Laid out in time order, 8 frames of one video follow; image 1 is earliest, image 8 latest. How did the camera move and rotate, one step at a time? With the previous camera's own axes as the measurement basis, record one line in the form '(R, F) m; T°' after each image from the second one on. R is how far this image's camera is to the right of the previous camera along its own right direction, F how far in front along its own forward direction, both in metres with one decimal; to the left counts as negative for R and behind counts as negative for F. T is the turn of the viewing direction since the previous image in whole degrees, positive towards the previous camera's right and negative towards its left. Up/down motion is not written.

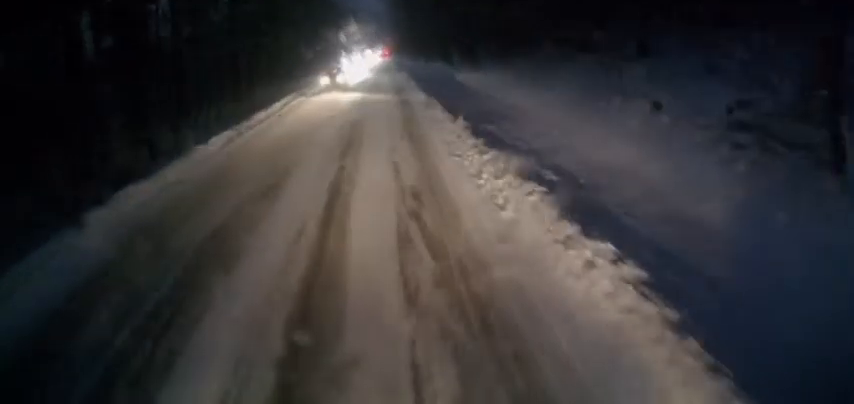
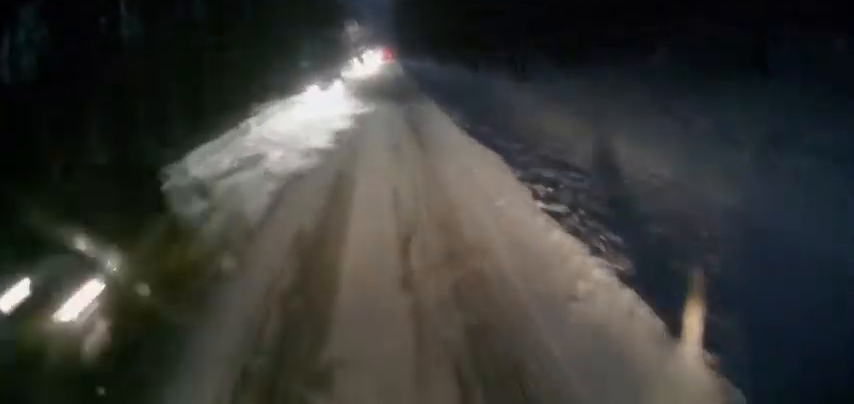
(-0.4, +12.1) m; -2°
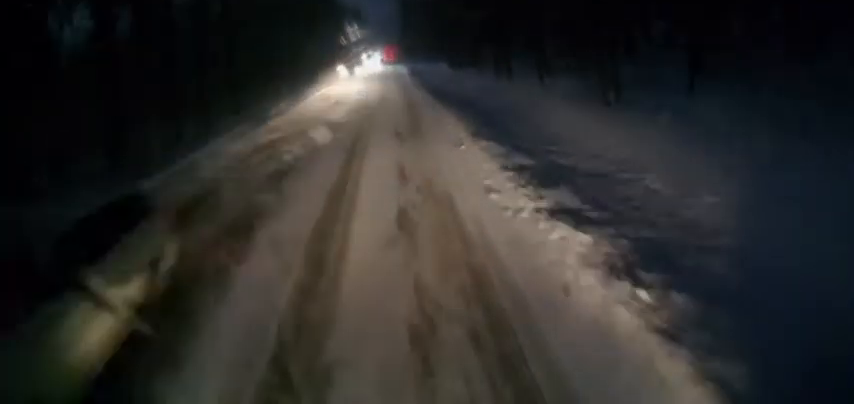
(0.0, +10.5) m; 0°
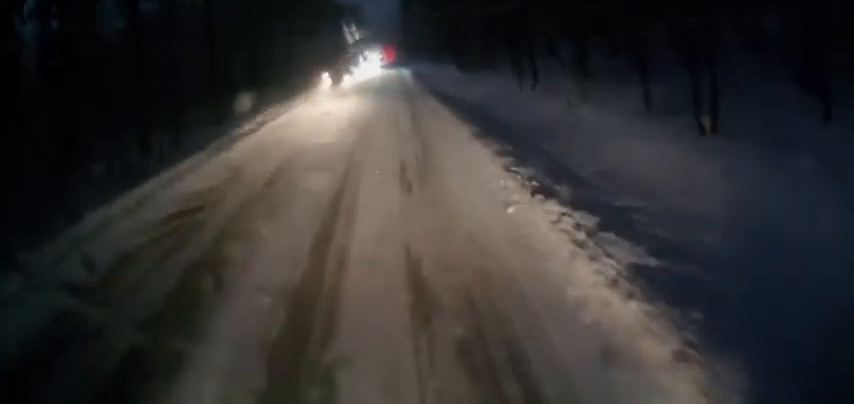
(+0.2, +5.4) m; 0°
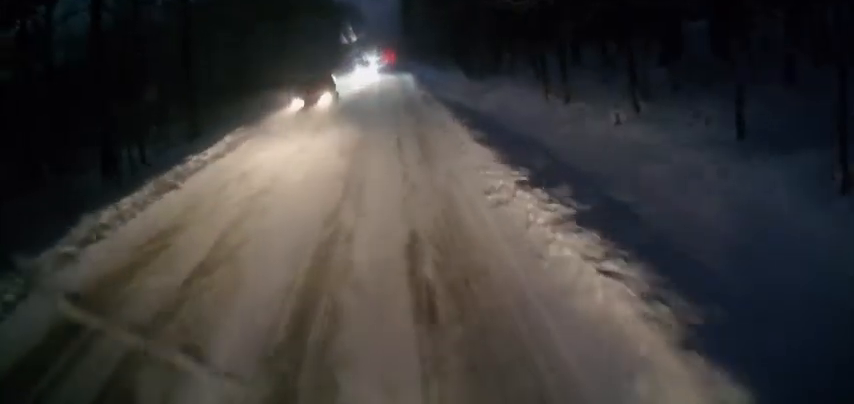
(-0.2, +4.3) m; -1°
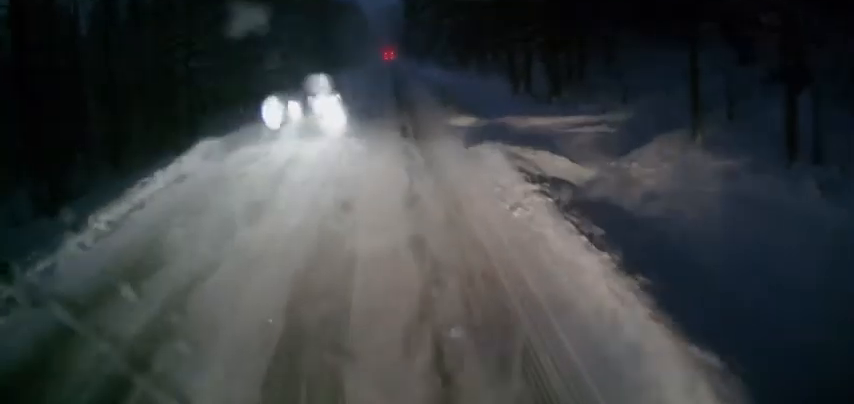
(-0.1, +17.5) m; +1°
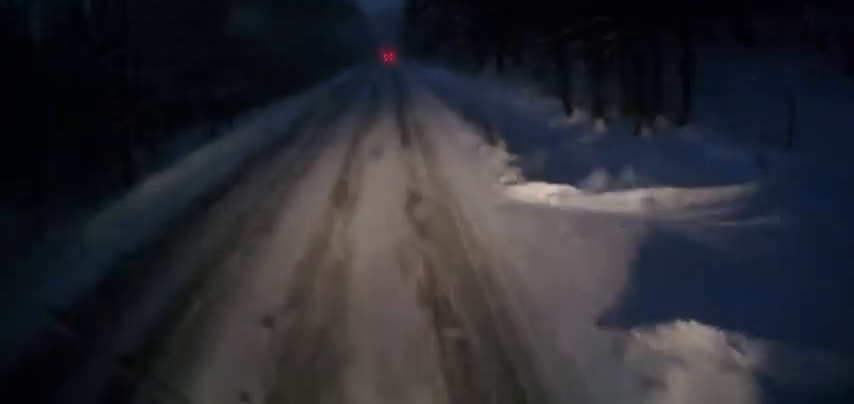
(+0.2, +8.8) m; -1°
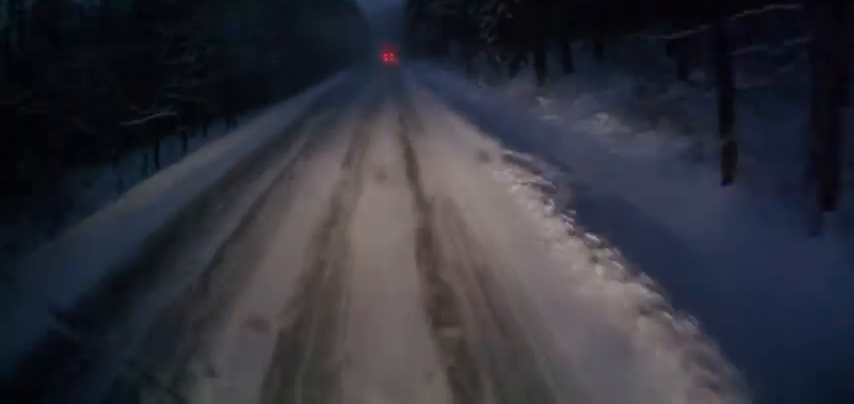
(-0.4, +10.7) m; -2°
